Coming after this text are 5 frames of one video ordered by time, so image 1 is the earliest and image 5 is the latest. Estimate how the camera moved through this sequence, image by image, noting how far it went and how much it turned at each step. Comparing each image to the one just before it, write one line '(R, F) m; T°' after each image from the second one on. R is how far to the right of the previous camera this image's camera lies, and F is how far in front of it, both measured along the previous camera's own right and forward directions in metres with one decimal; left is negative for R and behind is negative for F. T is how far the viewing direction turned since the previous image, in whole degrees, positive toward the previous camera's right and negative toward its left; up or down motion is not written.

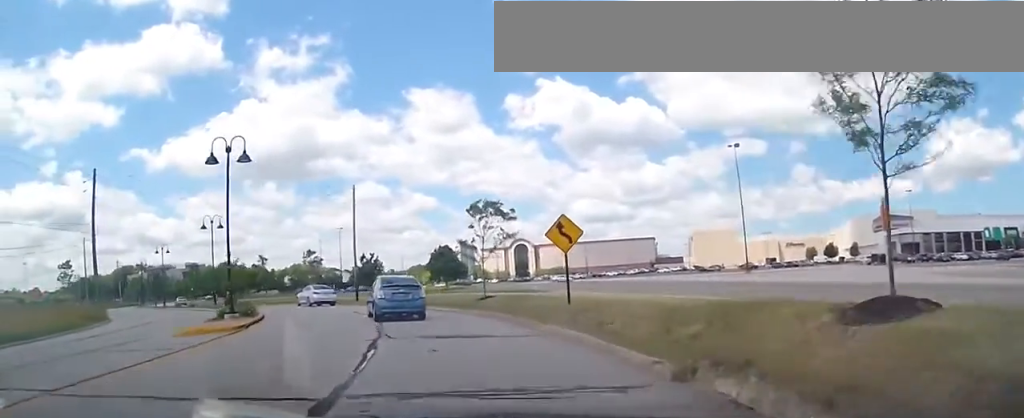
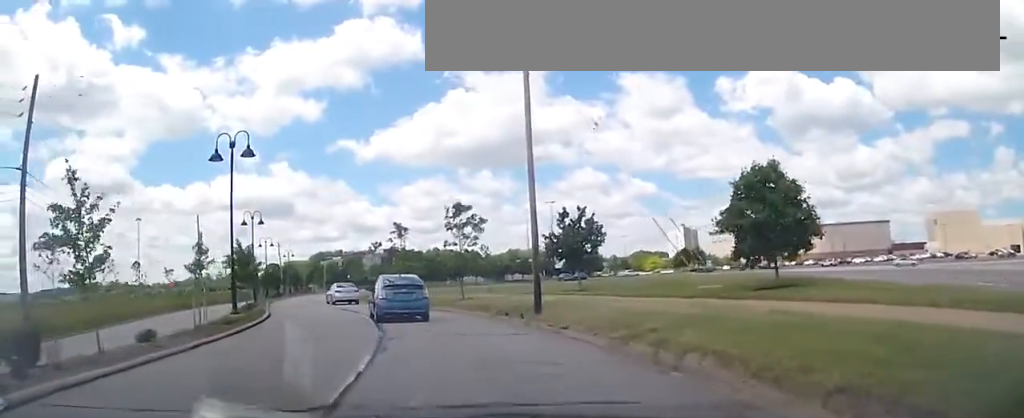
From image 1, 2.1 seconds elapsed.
(-6.7, +24.3) m; -33°
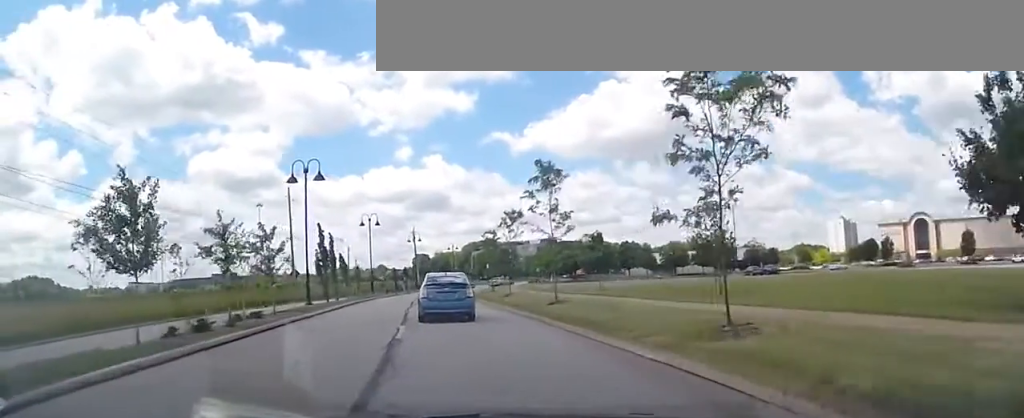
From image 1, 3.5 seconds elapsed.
(-2.2, +19.2) m; -9°
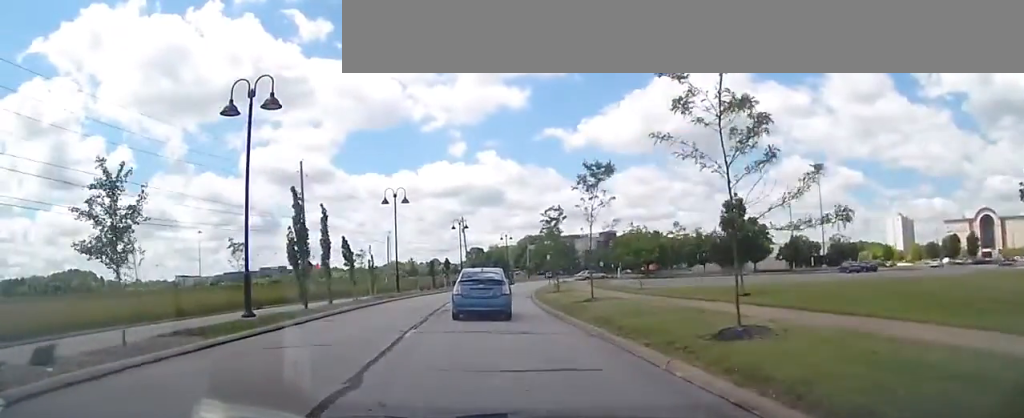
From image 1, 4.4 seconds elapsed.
(-0.3, +12.9) m; -3°
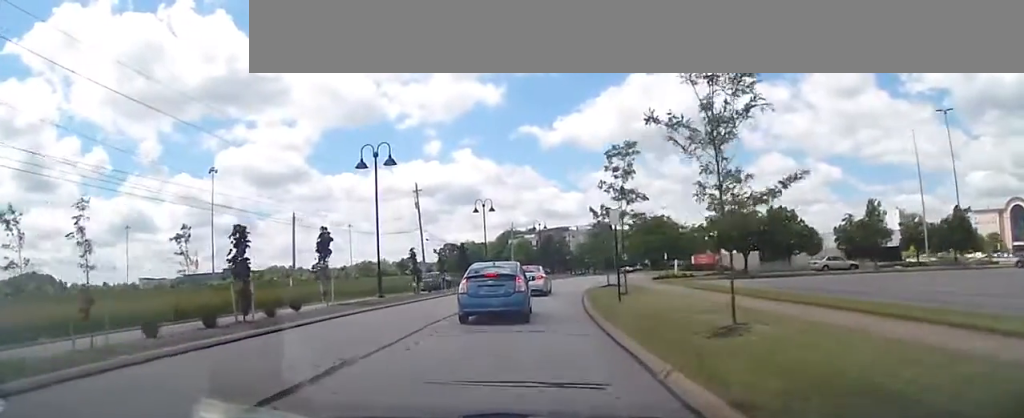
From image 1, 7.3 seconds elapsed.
(-0.7, +35.9) m; +1°
